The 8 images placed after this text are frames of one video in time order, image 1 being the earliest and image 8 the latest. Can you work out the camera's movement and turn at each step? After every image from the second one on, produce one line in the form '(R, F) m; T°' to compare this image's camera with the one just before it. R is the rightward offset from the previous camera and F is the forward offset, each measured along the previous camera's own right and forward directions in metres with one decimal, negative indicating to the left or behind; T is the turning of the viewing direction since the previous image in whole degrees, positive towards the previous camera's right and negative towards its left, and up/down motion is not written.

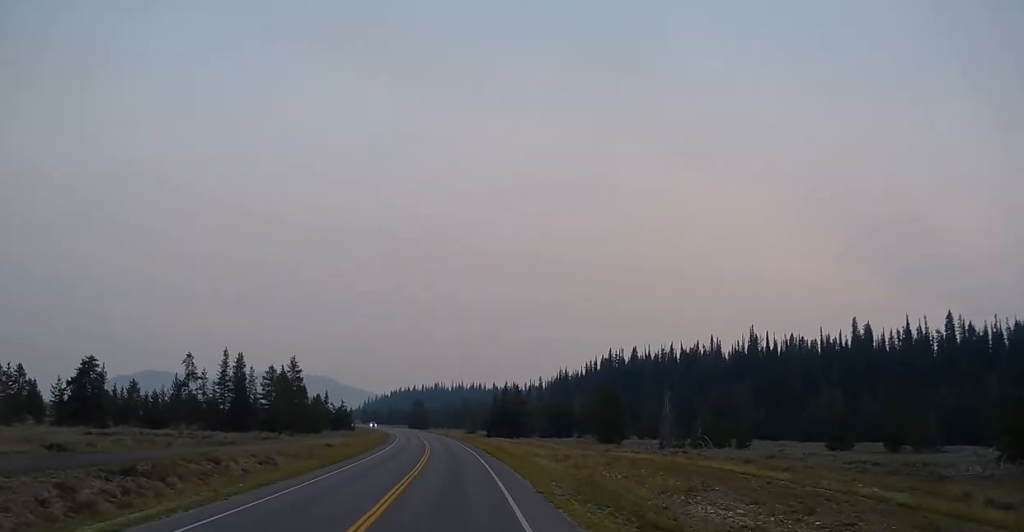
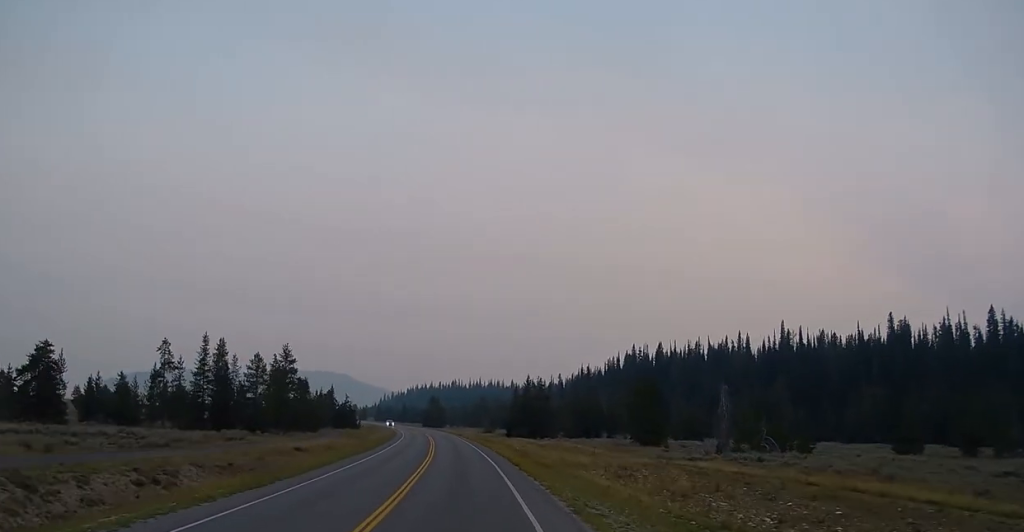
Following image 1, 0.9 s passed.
(0.0, +16.7) m; -1°
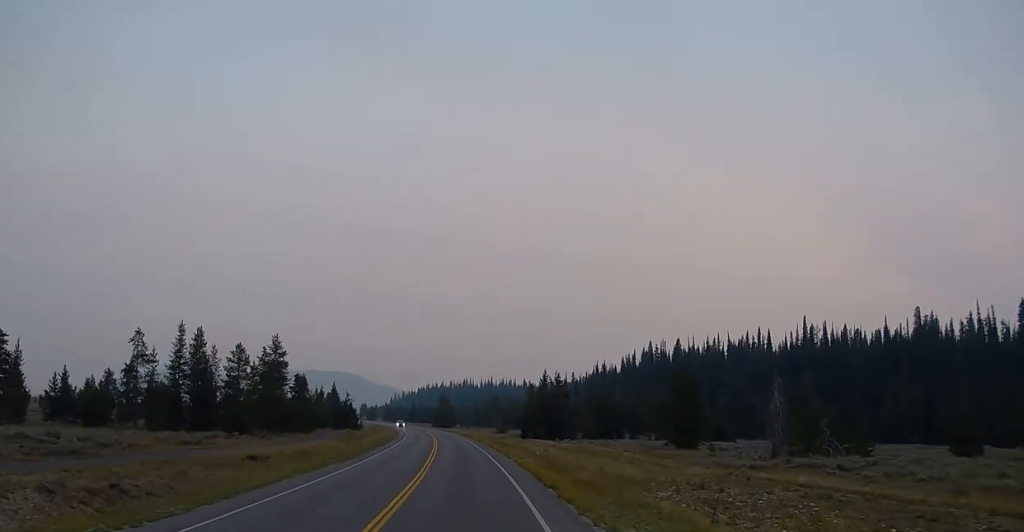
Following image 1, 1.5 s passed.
(-0.1, +12.2) m; 0°
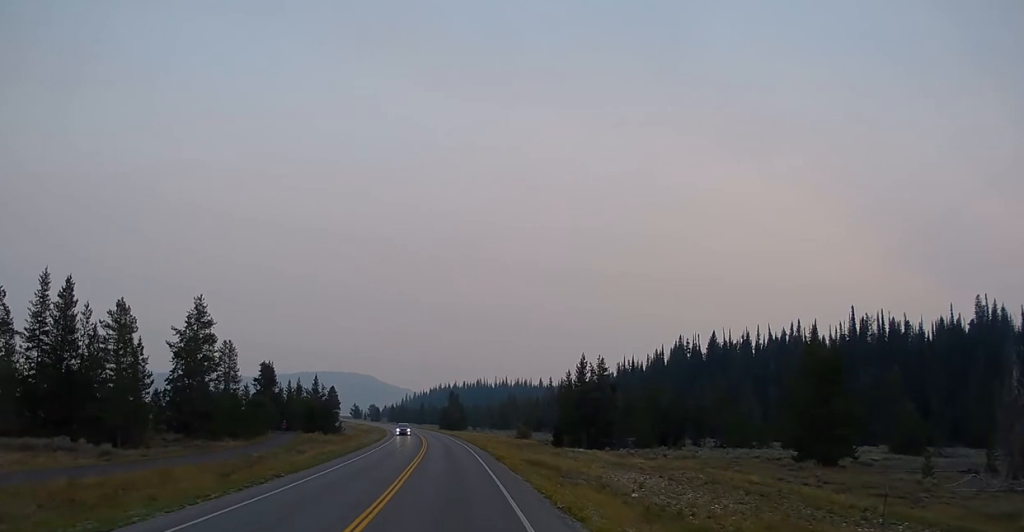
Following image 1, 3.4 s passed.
(-0.1, +32.0) m; -1°
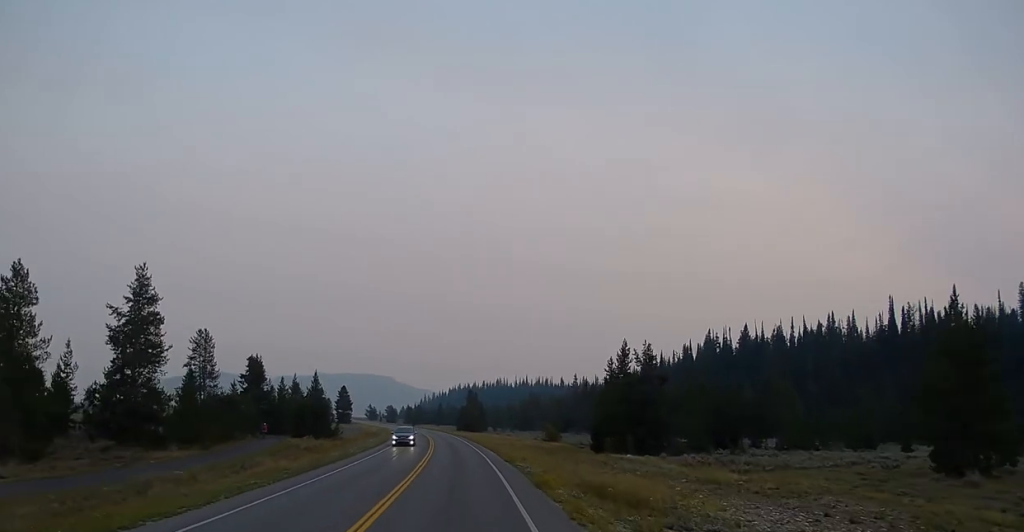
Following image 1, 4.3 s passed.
(-0.3, +16.0) m; -1°
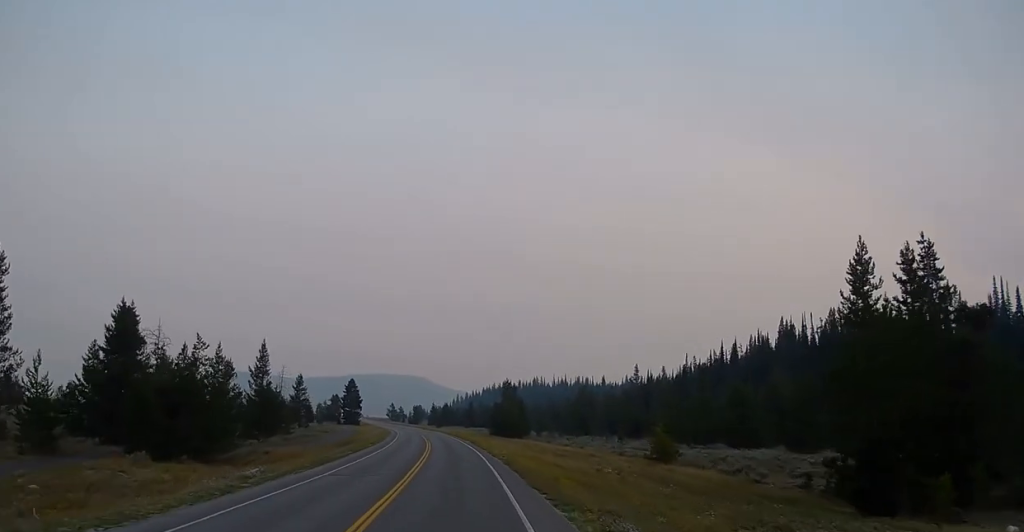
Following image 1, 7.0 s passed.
(-1.5, +48.7) m; -3°
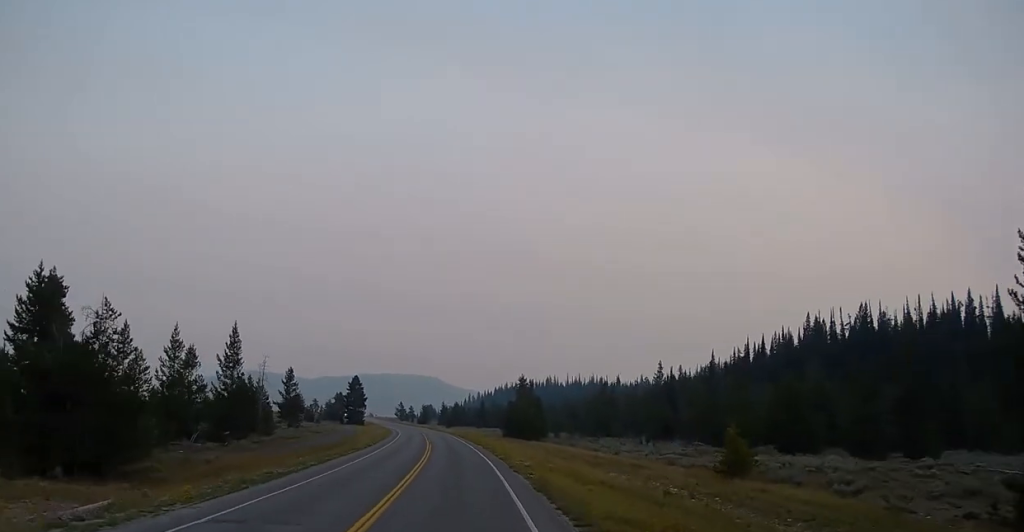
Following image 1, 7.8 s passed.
(-0.1, +13.4) m; -1°
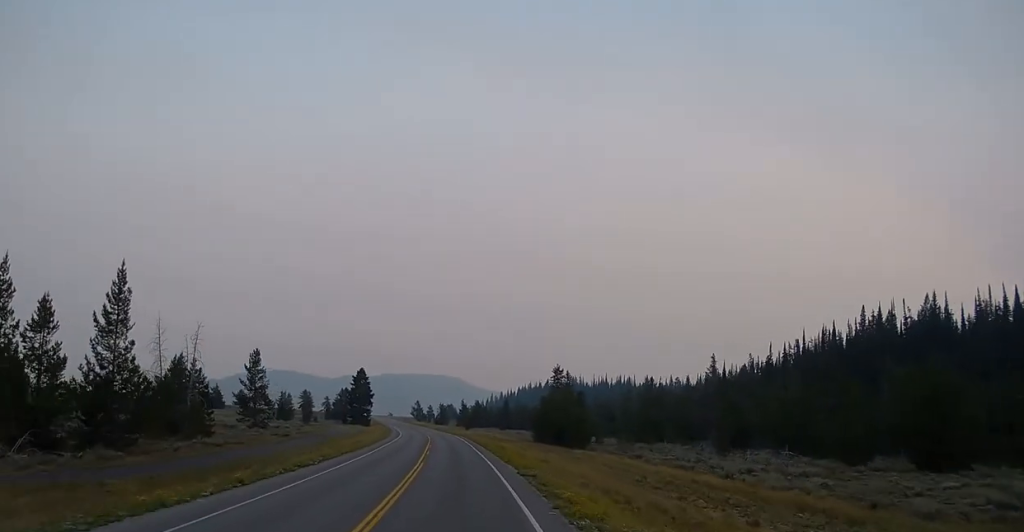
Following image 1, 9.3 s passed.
(-0.4, +25.9) m; -3°
